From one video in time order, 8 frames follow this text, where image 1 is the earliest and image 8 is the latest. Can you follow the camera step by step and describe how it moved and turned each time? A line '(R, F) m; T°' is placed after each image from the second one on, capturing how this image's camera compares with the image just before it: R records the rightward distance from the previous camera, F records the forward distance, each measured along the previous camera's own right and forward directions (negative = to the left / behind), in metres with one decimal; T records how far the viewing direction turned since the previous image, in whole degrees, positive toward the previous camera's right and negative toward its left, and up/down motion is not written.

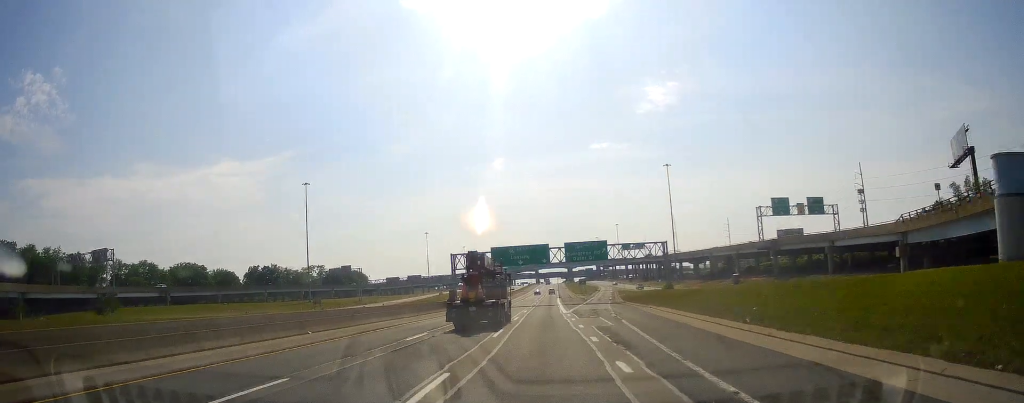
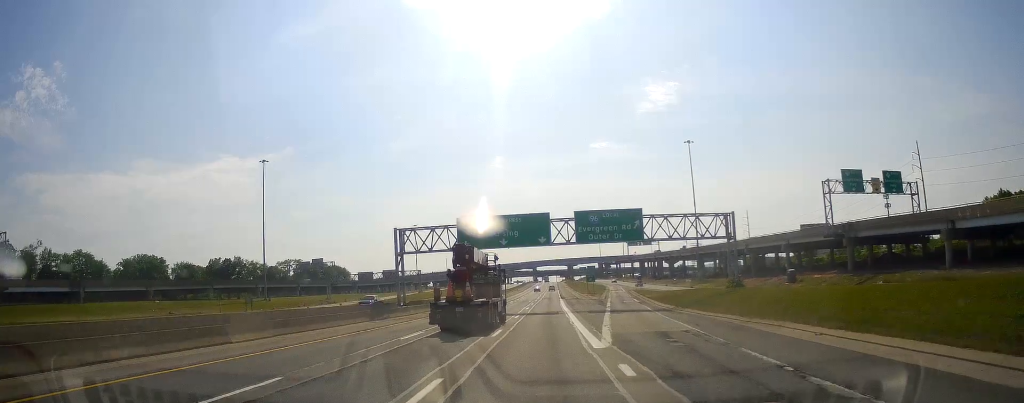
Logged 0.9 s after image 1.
(+0.6, +31.0) m; 0°
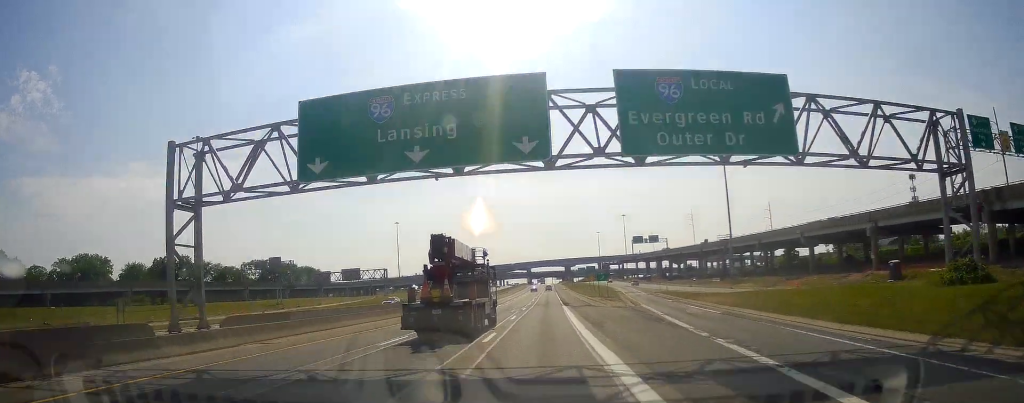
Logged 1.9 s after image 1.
(-0.4, +33.8) m; -1°
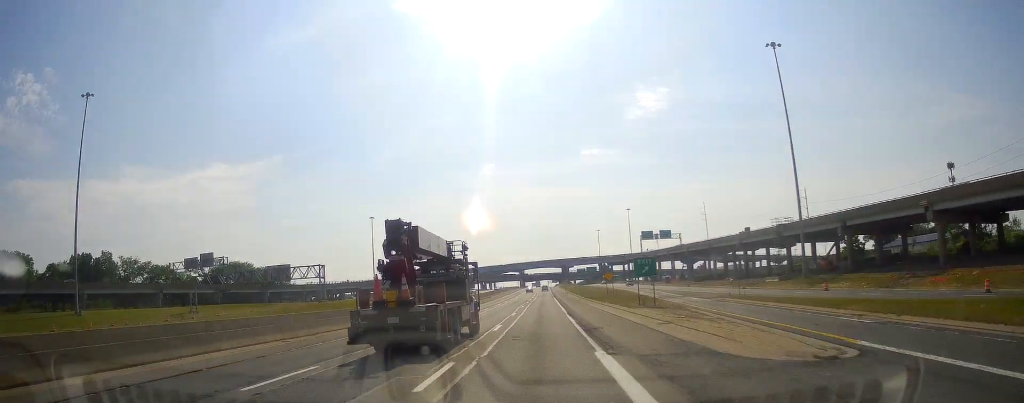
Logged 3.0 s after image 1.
(0.0, +39.8) m; 0°
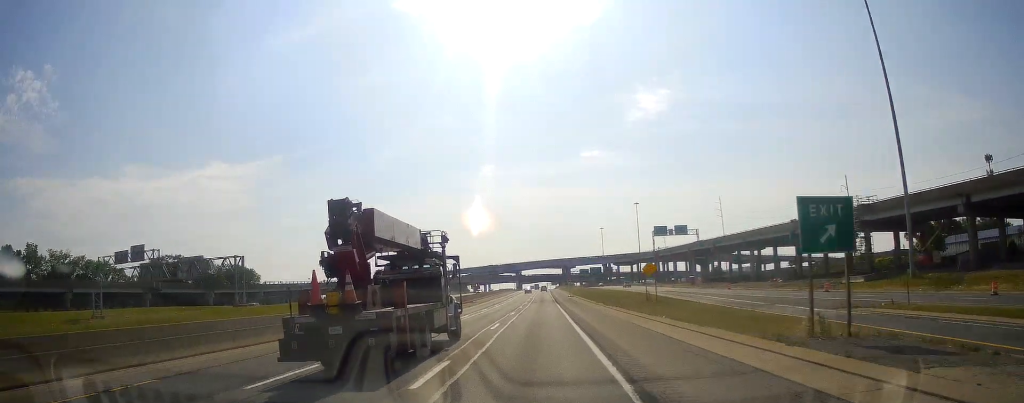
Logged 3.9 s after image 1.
(0.0, +30.4) m; +1°
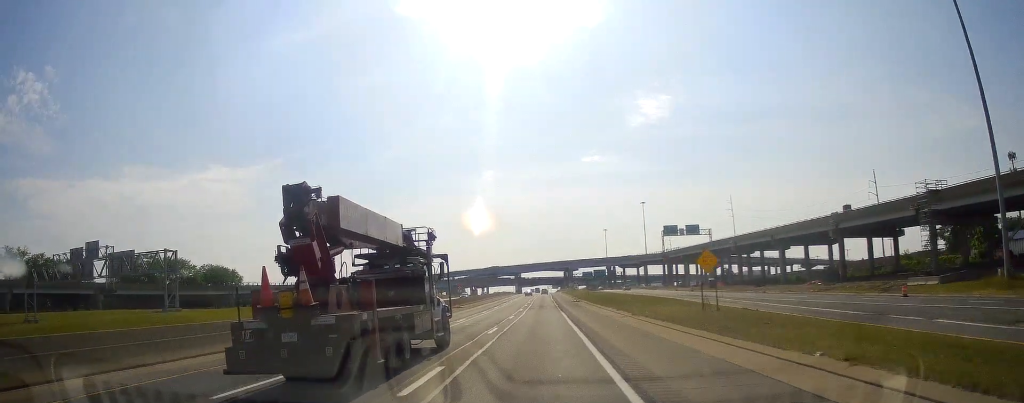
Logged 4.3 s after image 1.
(+0.2, +16.3) m; 0°
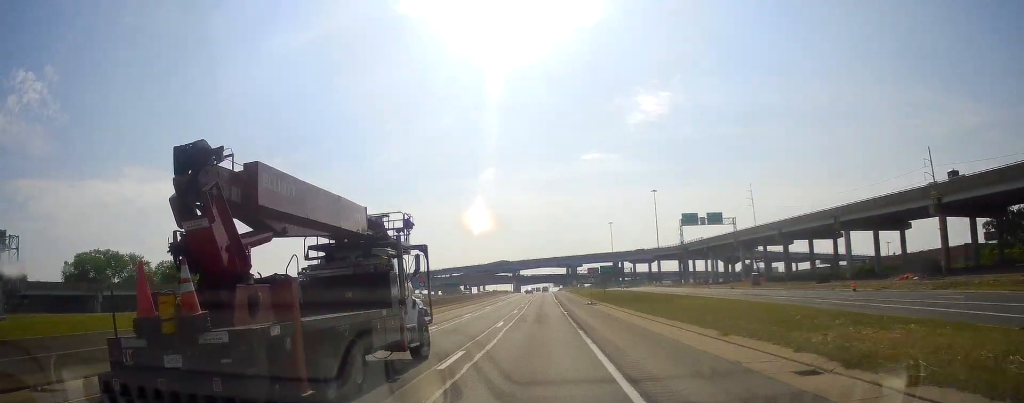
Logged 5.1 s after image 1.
(-0.1, +27.0) m; 0°
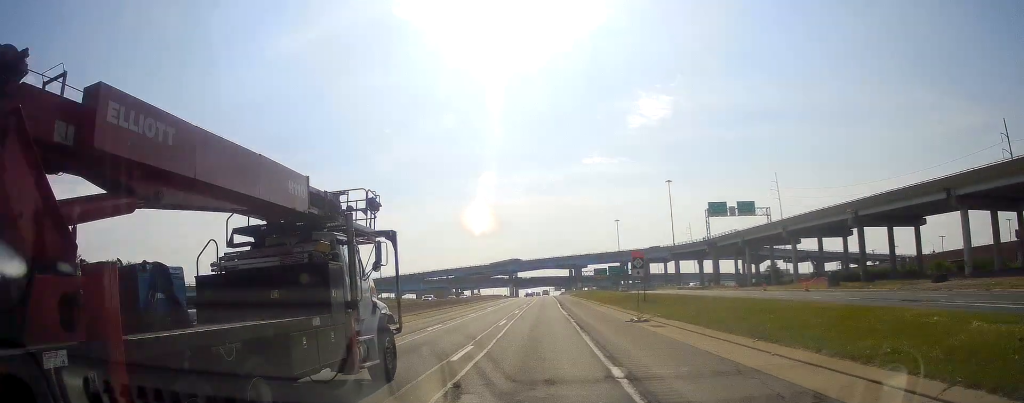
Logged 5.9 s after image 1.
(-0.1, +29.3) m; 0°
